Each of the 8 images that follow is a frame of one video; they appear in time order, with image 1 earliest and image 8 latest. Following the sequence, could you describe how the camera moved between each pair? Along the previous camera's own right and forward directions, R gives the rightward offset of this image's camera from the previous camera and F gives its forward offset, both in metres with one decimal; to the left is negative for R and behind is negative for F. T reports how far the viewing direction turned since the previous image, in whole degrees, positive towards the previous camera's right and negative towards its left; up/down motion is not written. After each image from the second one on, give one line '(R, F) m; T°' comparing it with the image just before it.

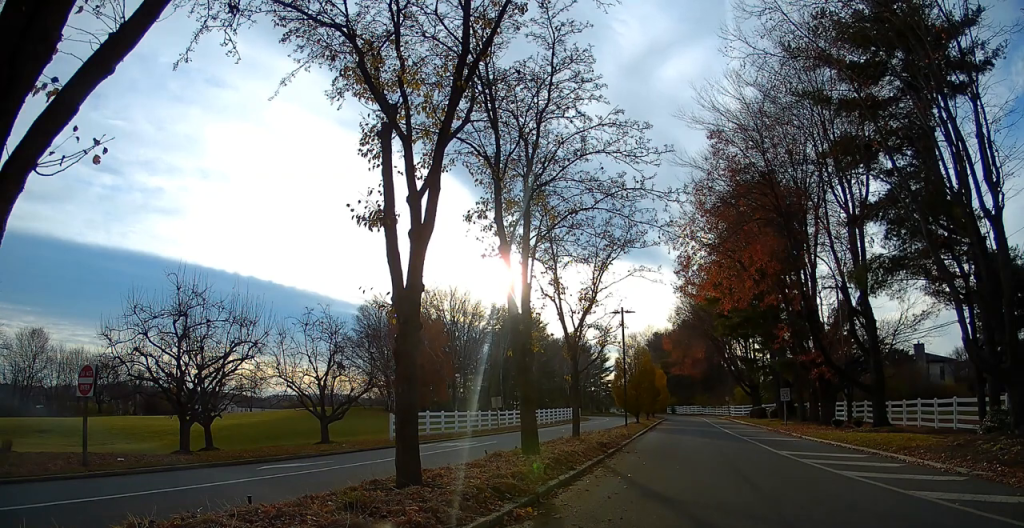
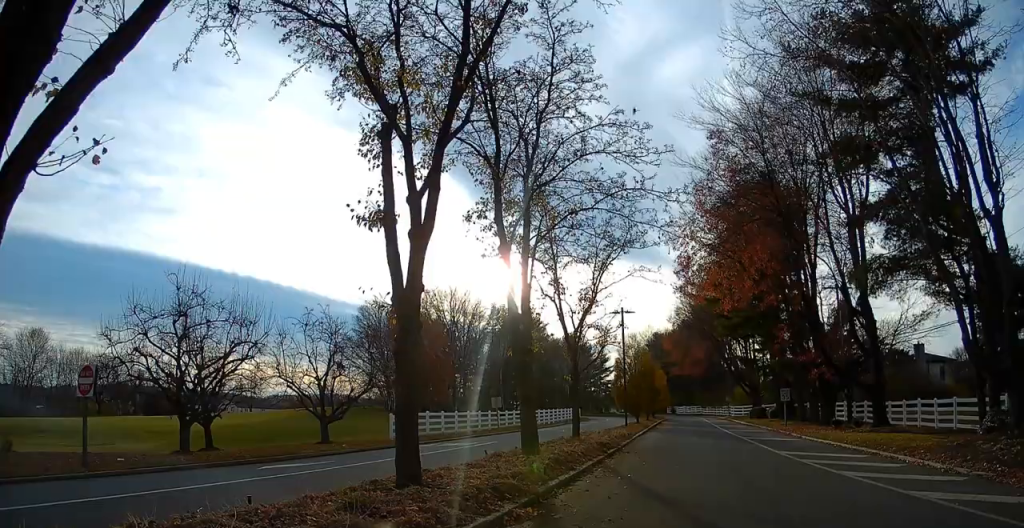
(0.0, 0.0) m; 0°
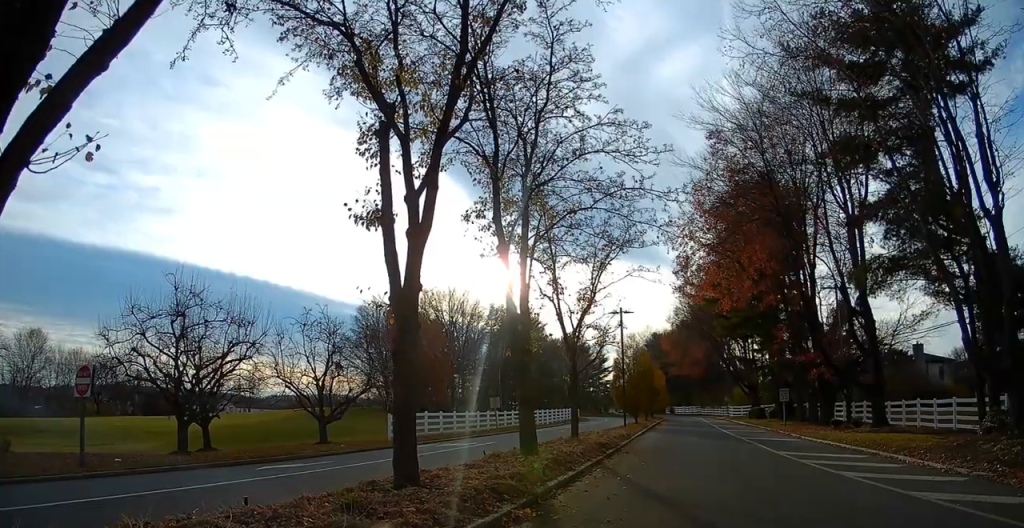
(0.0, 0.0) m; 0°
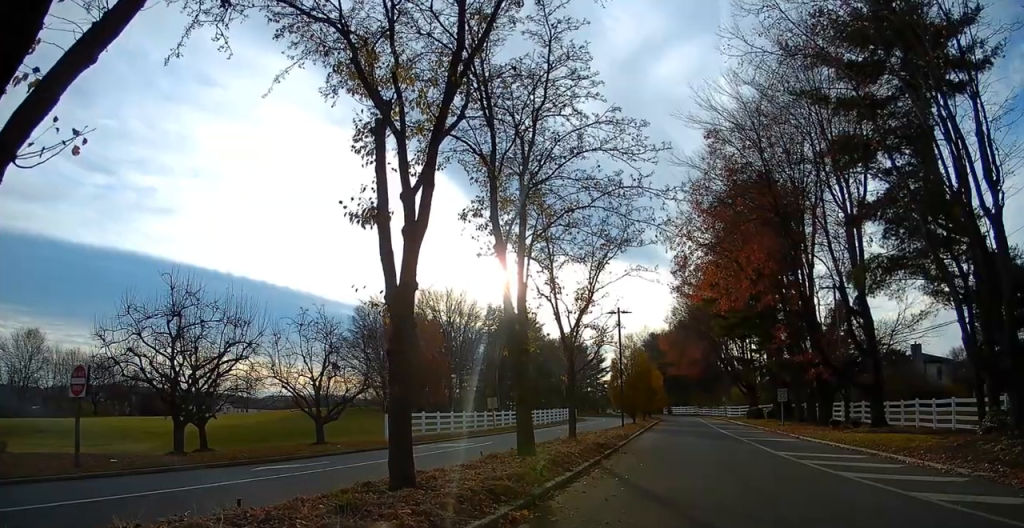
(0.0, 0.0) m; 0°
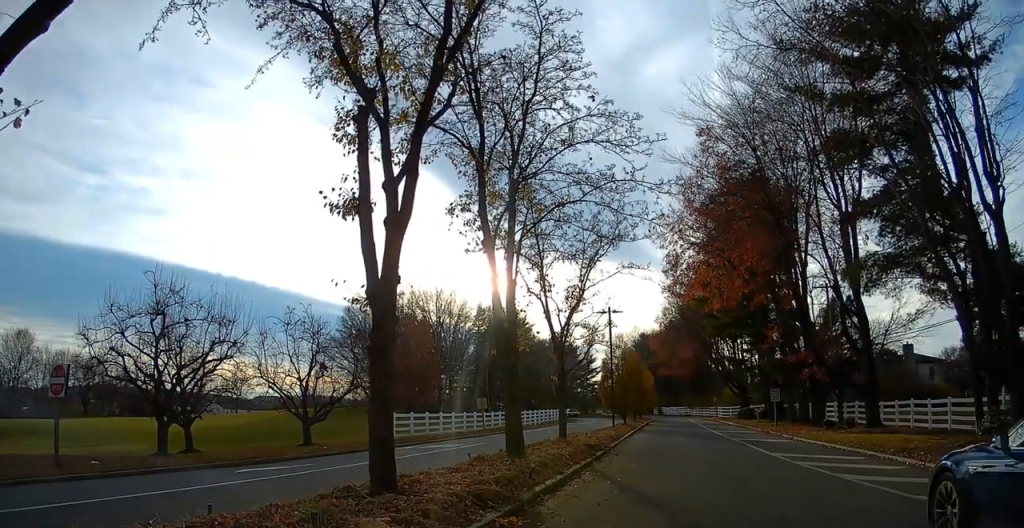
(0.0, 0.0) m; 0°
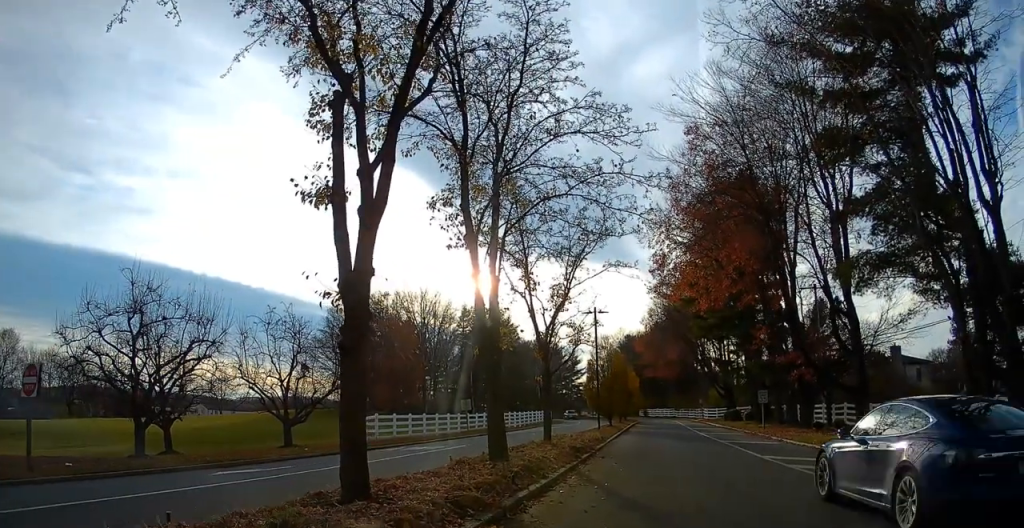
(0.0, +0.1) m; 0°
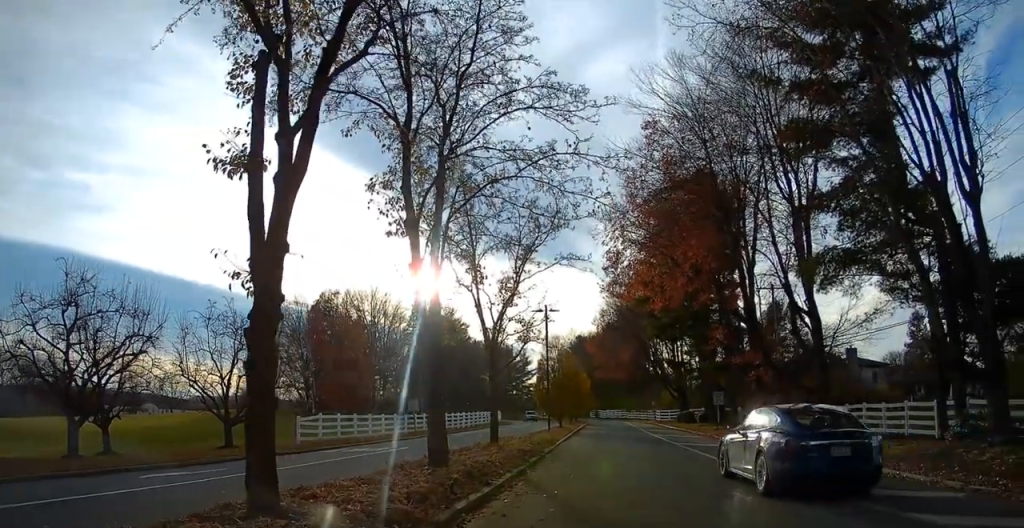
(0.0, +0.3) m; 0°
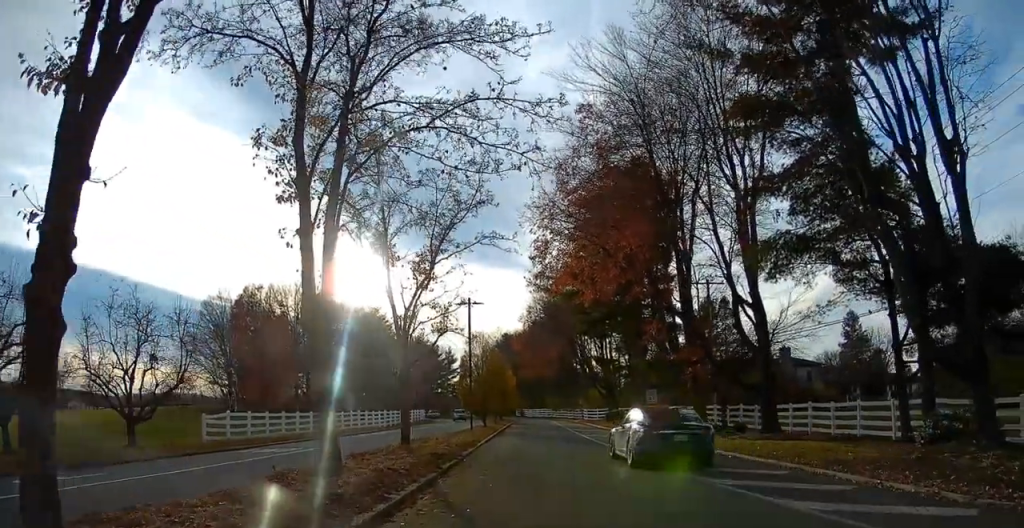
(+0.1, +0.8) m; +13°
